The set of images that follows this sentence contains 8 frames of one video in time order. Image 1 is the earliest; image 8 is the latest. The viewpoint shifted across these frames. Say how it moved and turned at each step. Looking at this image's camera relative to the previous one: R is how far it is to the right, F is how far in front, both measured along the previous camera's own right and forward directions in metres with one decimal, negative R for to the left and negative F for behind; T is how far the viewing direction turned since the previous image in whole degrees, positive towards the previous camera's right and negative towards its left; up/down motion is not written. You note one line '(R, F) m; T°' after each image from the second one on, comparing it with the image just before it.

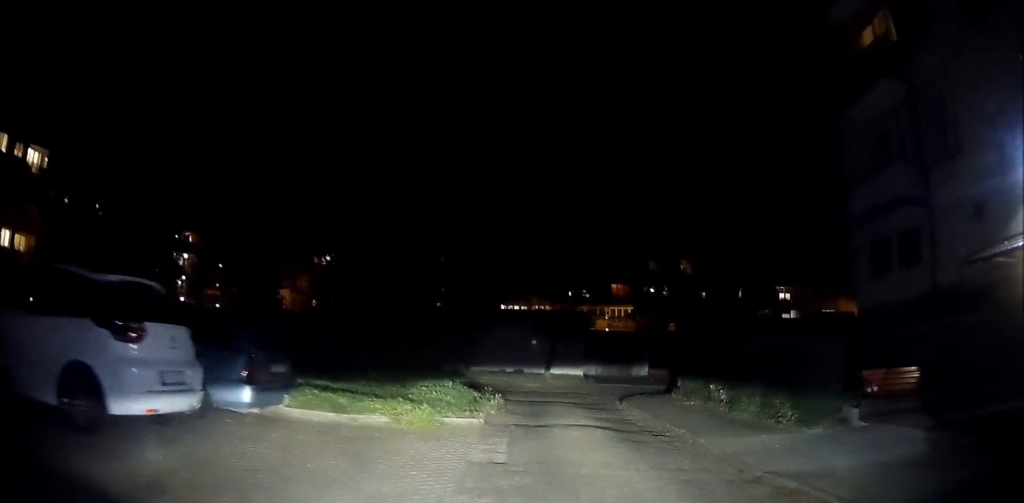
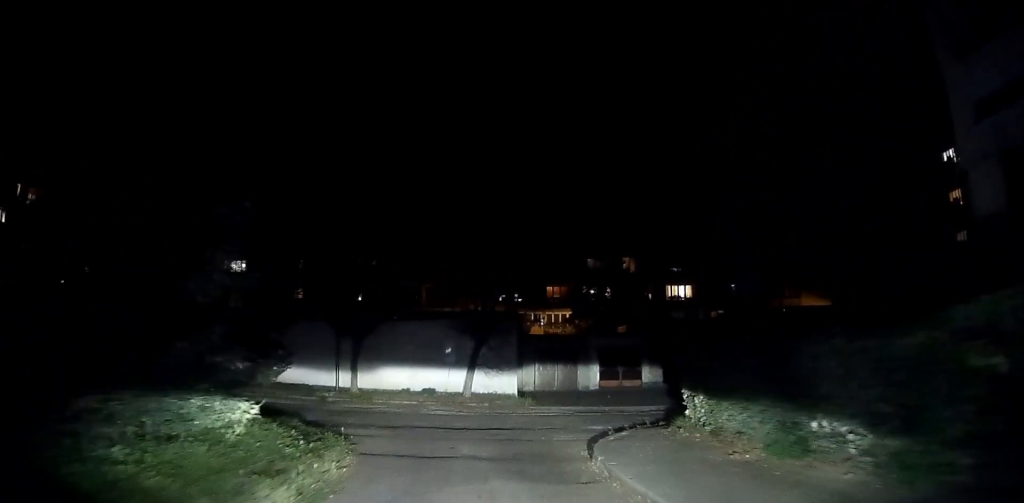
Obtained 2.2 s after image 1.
(+1.6, +8.6) m; +29°
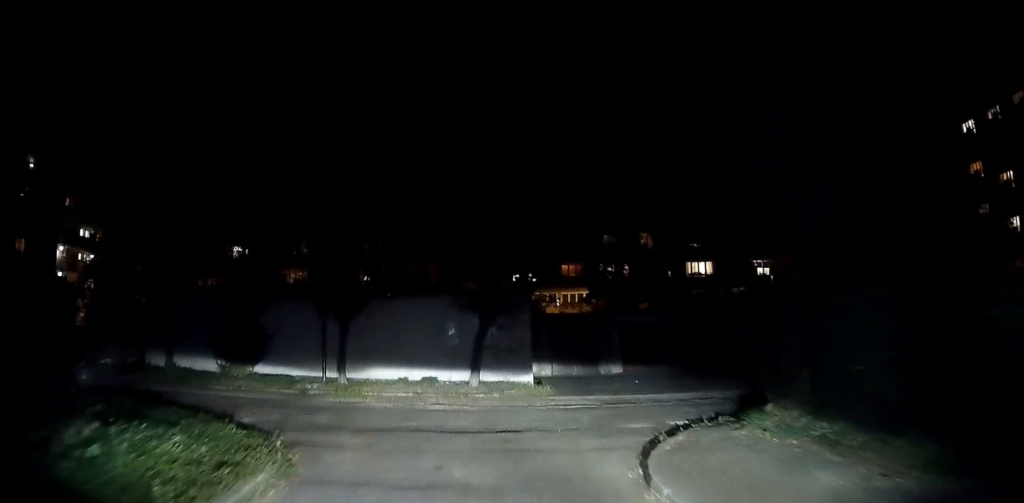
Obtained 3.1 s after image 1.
(+0.5, +3.4) m; +13°
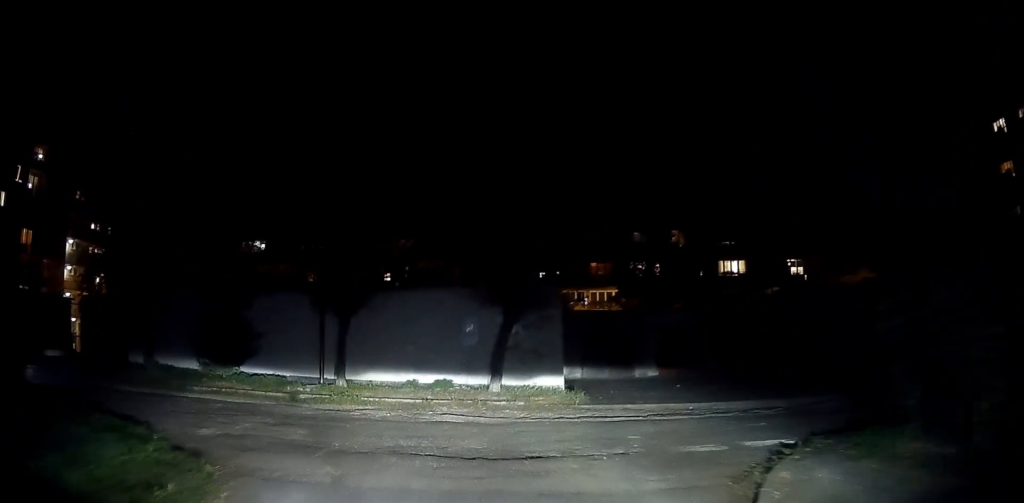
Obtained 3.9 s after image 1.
(+0.3, +2.8) m; 0°
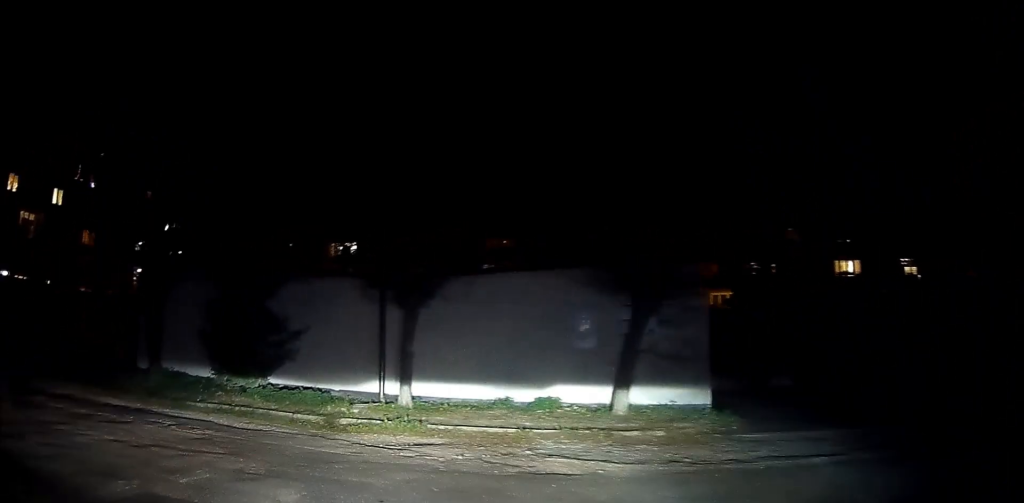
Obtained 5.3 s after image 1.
(-0.9, +3.8) m; -31°
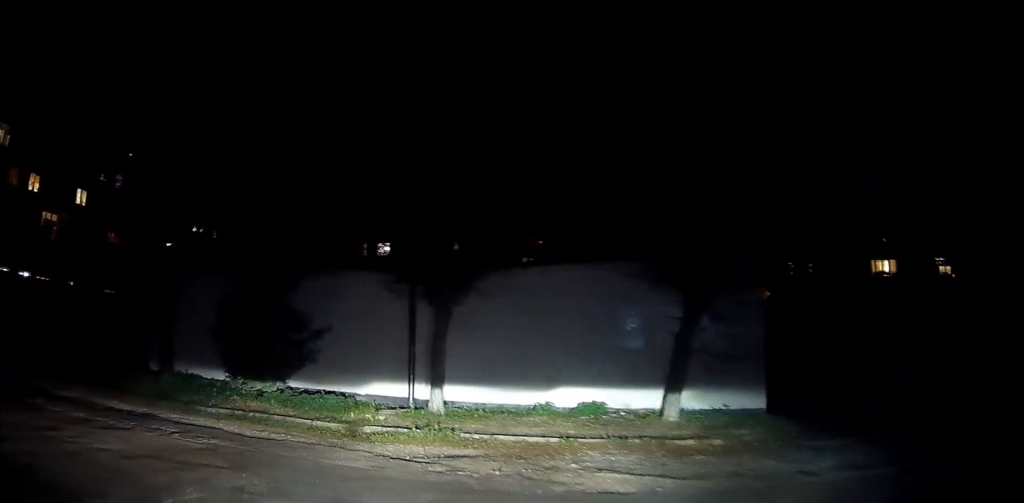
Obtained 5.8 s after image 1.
(-0.1, +0.9) m; -11°
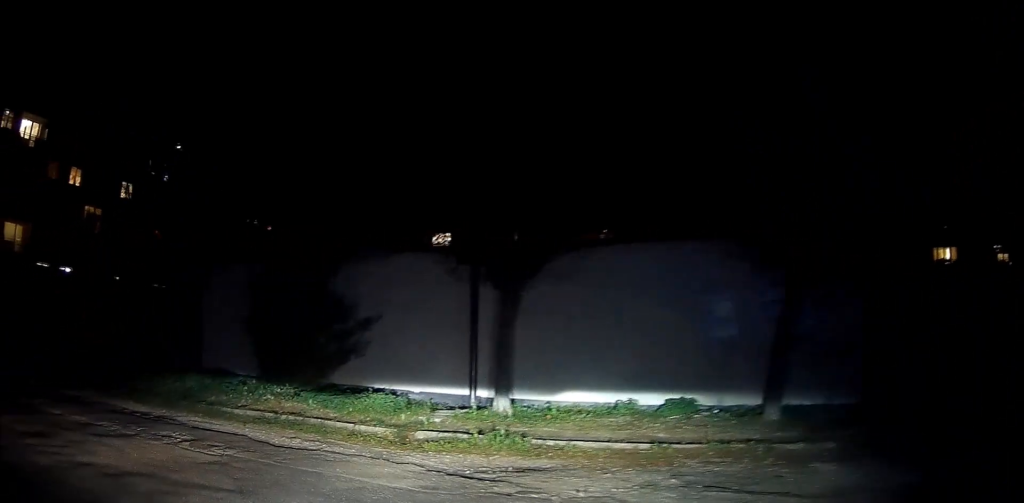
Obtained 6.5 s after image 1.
(-0.1, +1.4) m; -20°
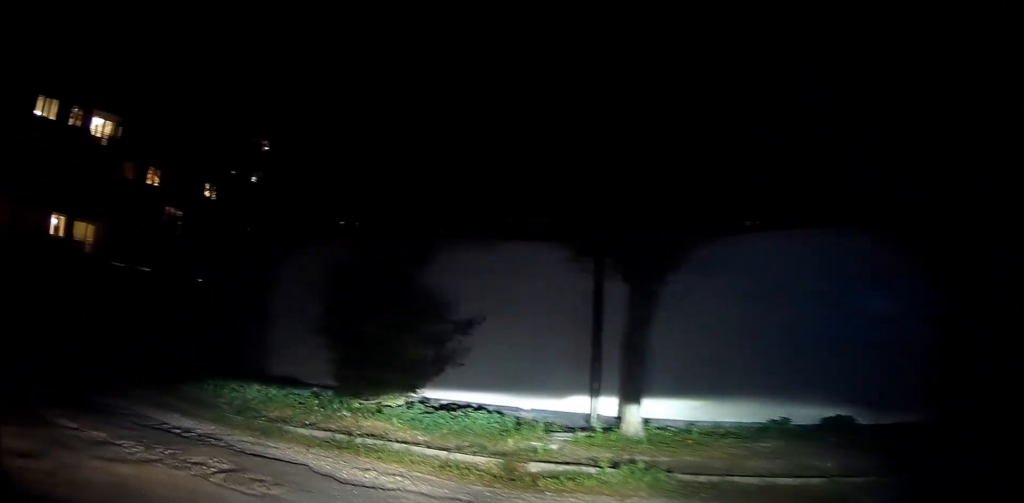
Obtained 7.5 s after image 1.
(-0.5, +1.5) m; -32°
